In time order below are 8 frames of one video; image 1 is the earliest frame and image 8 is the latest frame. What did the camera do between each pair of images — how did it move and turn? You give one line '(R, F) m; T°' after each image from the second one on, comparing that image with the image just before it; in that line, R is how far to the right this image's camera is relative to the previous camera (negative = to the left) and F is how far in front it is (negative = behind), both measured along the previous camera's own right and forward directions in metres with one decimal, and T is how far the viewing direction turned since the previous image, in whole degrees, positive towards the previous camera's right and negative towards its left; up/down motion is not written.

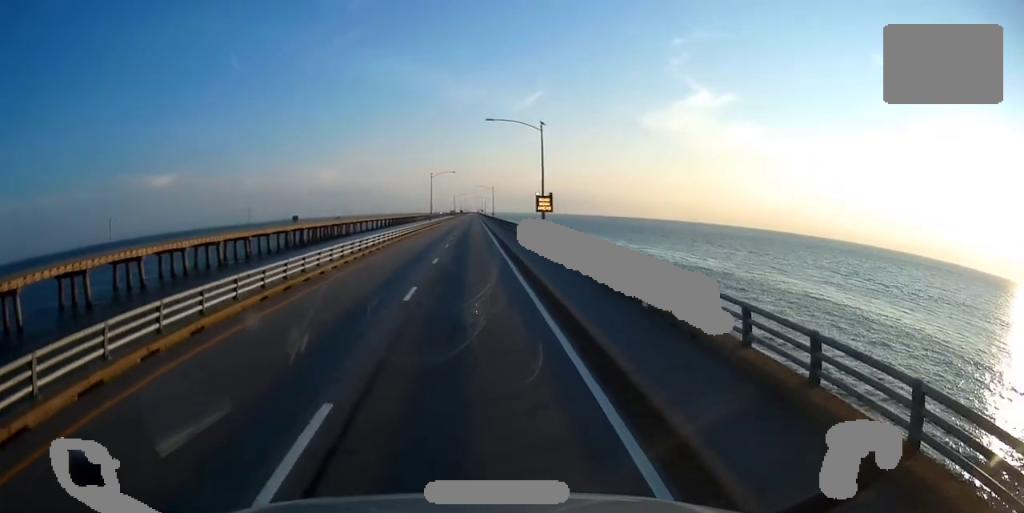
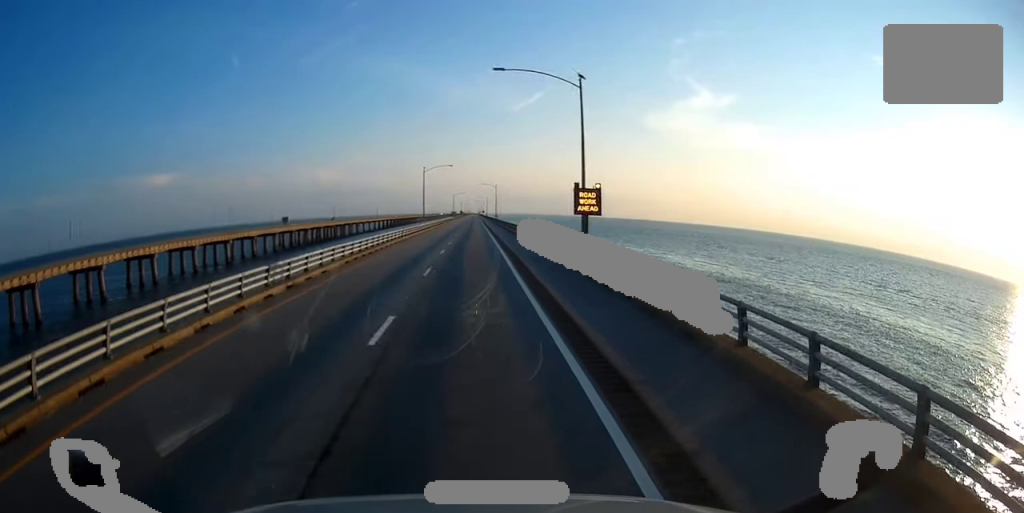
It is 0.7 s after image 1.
(+0.2, +17.4) m; 0°
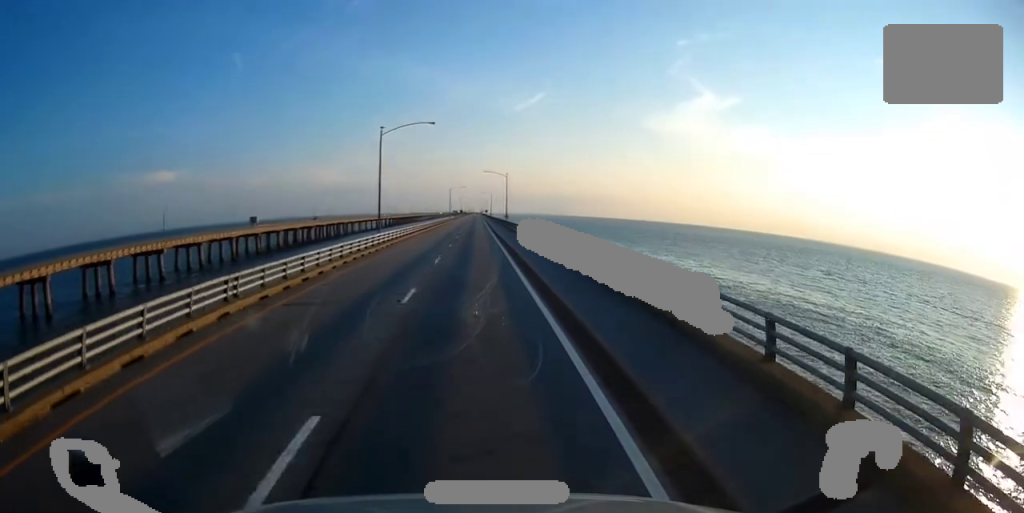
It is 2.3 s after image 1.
(0.0, +42.2) m; -1°
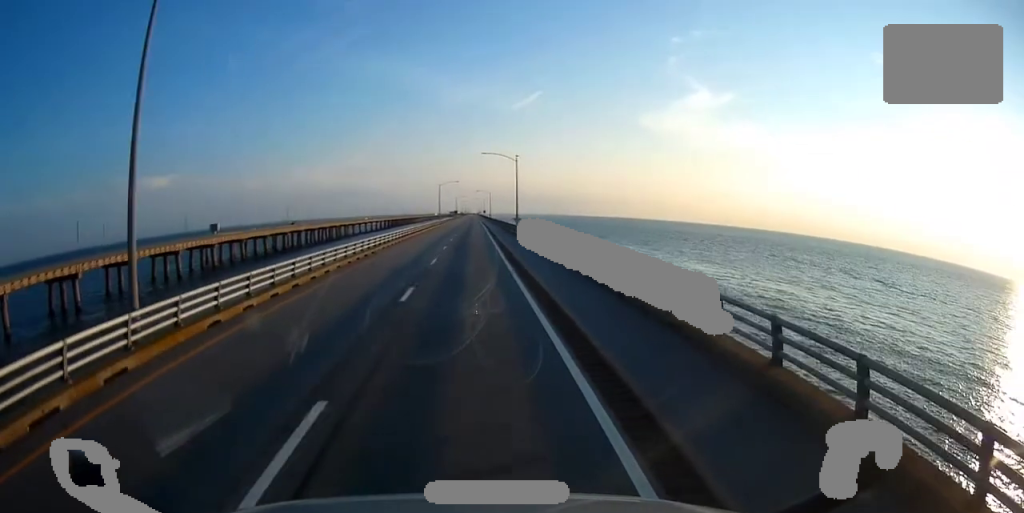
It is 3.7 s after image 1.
(0.0, +35.3) m; 0°
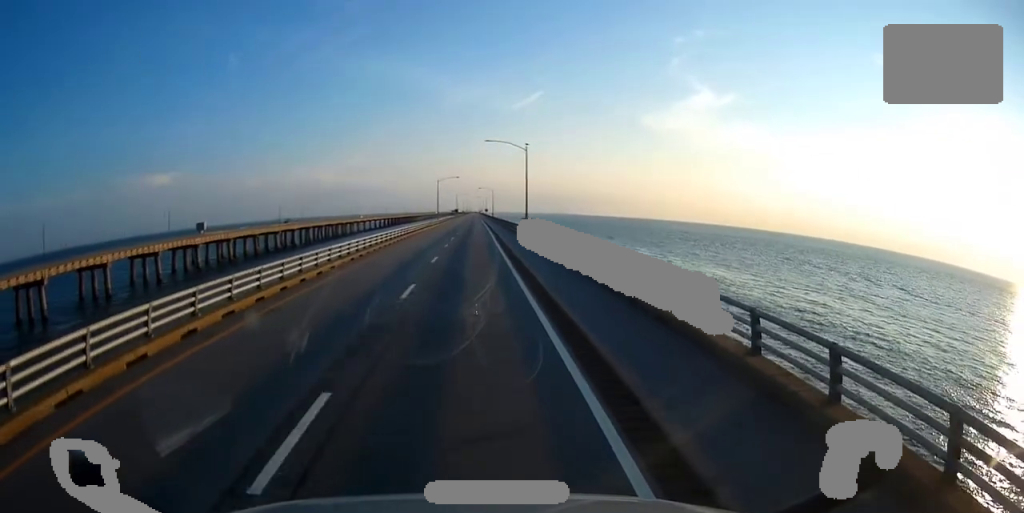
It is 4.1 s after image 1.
(+0.1, +11.5) m; 0°
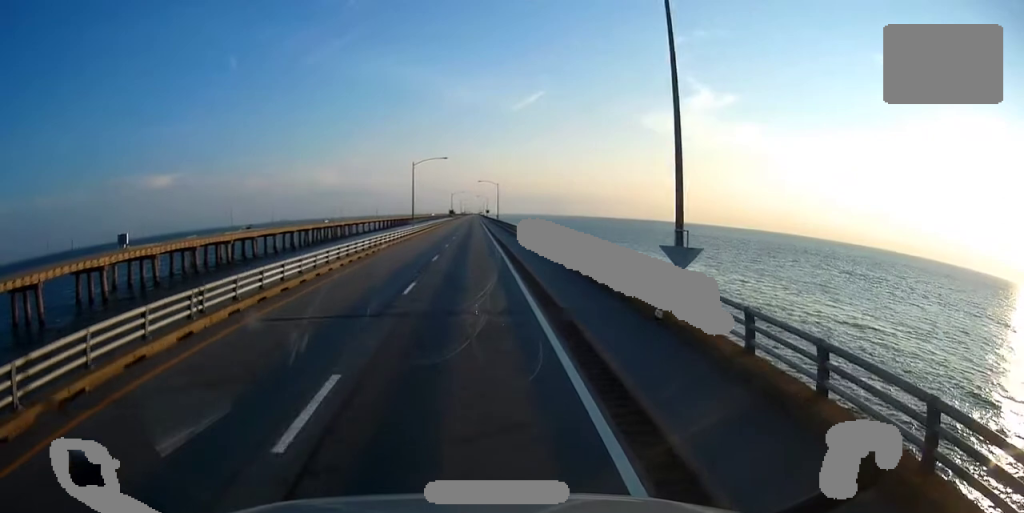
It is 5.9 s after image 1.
(-0.1, +47.0) m; +1°
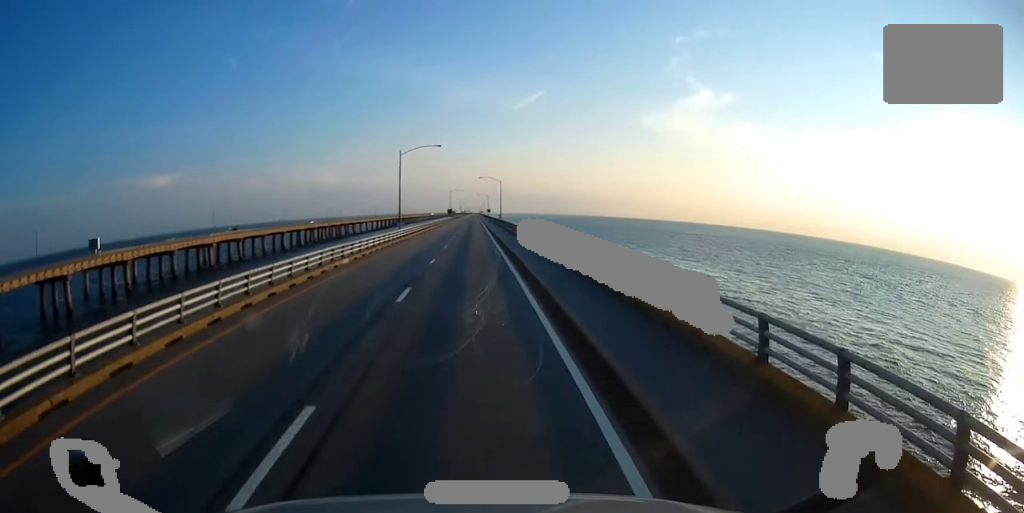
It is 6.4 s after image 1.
(0.0, +13.6) m; 0°
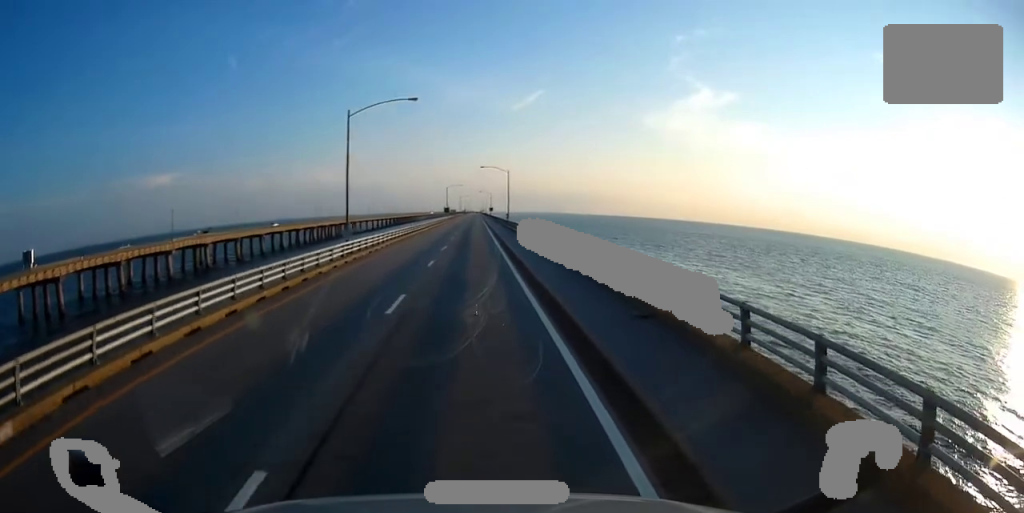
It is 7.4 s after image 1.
(0.0, +26.2) m; 0°
